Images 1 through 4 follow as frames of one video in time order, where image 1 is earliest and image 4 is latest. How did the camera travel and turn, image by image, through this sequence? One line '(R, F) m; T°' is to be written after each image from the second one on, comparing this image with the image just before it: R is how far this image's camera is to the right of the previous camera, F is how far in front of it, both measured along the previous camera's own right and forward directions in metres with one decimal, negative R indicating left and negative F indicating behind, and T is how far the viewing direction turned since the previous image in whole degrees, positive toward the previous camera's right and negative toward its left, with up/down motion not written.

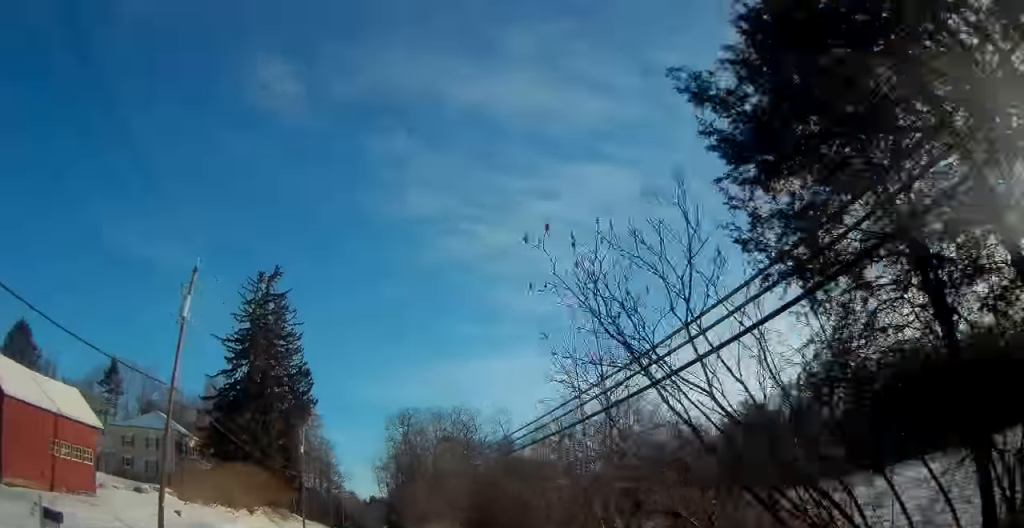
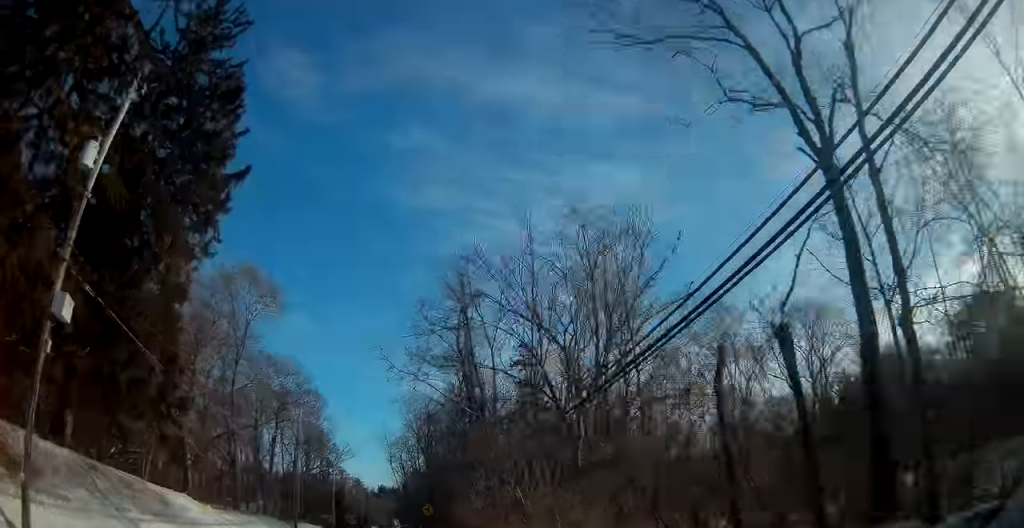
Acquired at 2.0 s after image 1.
(+0.6, +50.5) m; 0°
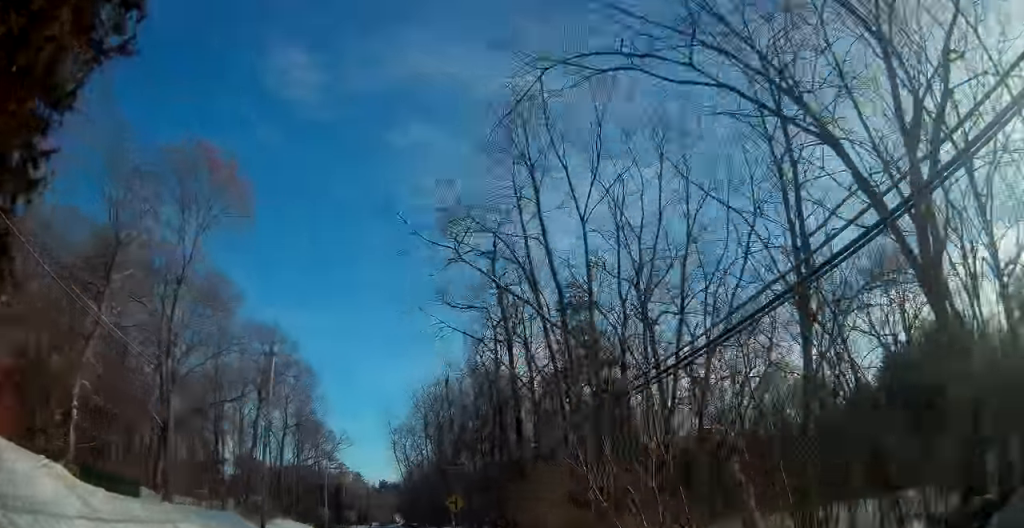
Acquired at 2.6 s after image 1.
(0.0, +14.6) m; 0°
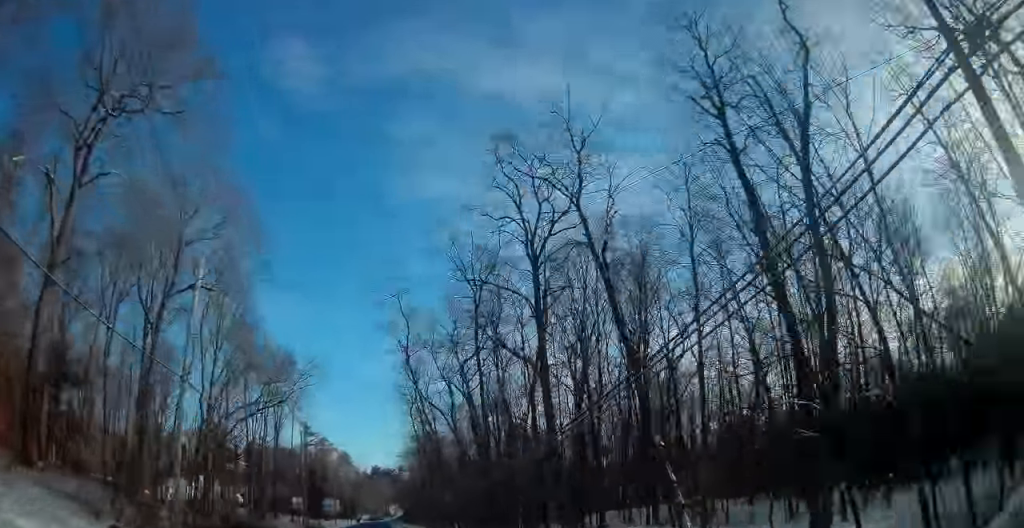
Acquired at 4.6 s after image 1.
(+0.1, +51.3) m; +1°
